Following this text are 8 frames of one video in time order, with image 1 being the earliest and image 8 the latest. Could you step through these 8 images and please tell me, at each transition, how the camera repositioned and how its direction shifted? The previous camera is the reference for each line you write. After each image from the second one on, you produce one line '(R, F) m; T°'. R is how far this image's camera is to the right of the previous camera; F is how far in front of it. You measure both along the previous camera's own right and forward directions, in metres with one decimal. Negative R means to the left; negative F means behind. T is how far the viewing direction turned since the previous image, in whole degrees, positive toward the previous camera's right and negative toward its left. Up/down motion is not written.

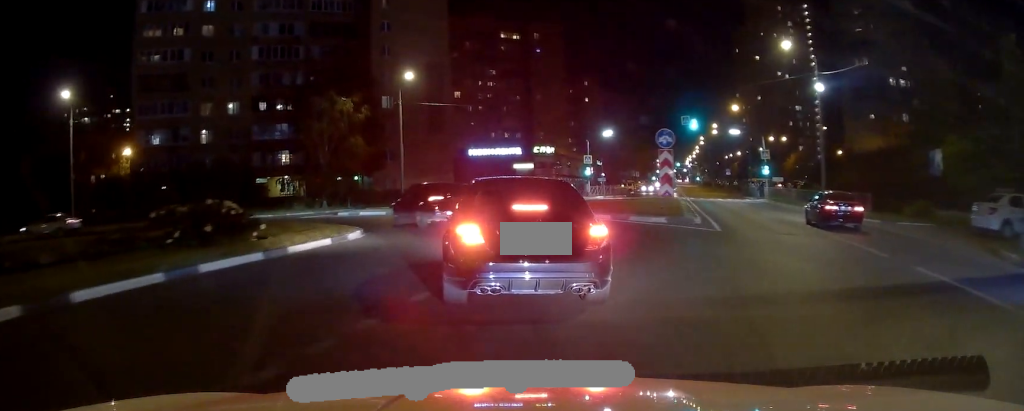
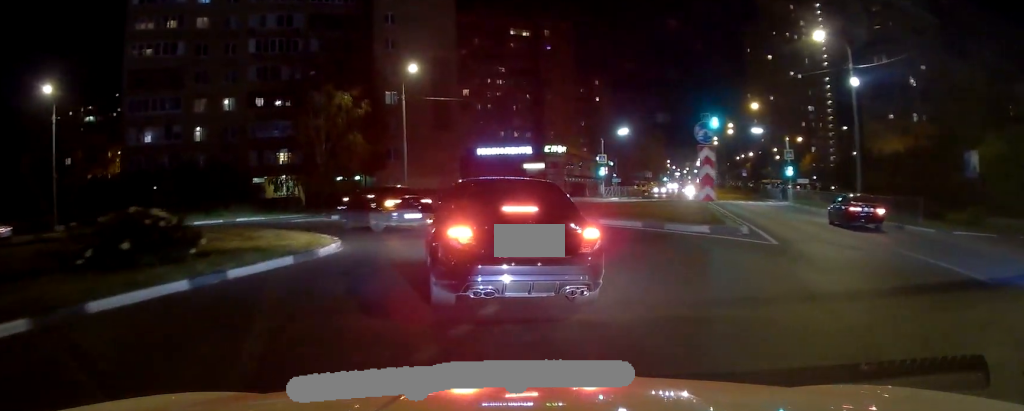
(-0.1, +4.4) m; -1°
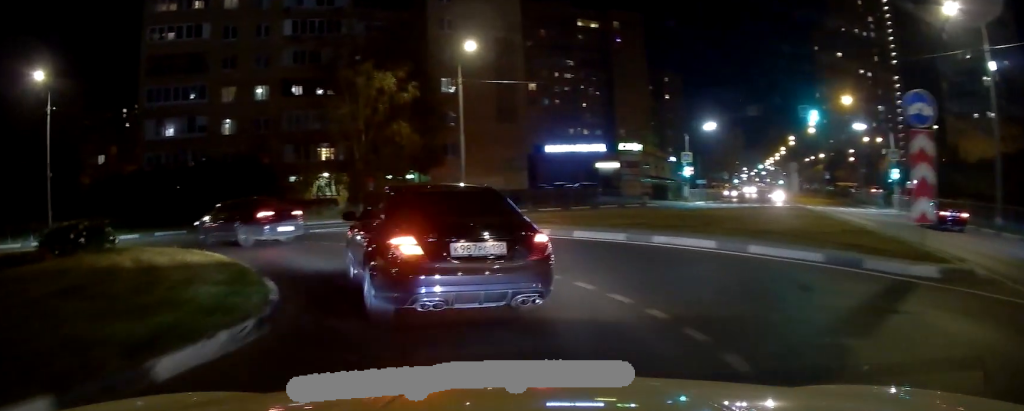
(-0.1, +9.8) m; -3°
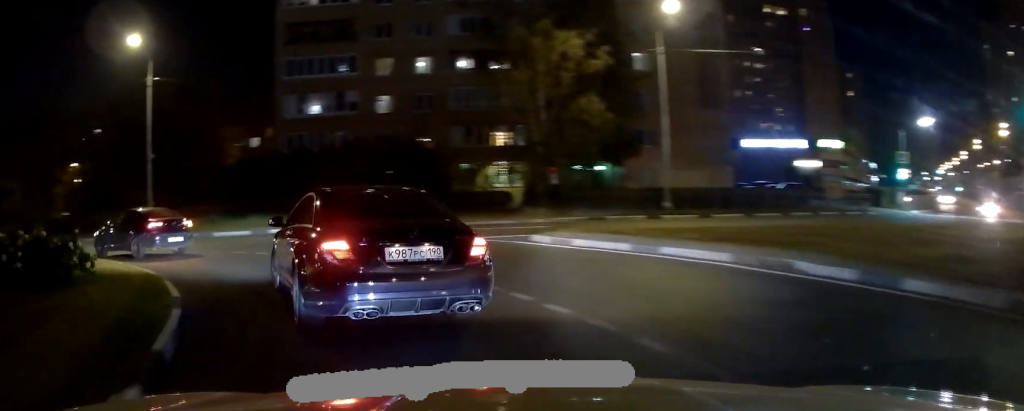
(-0.3, +9.8) m; -3°
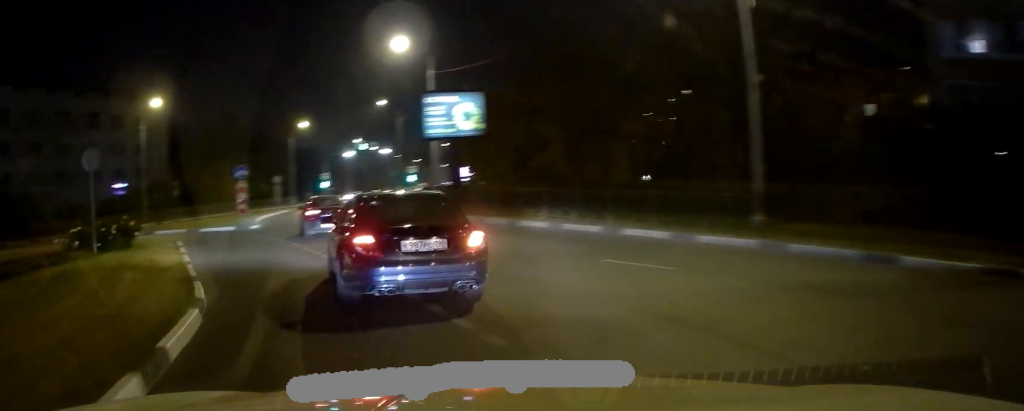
(-4.6, +17.5) m; -35°
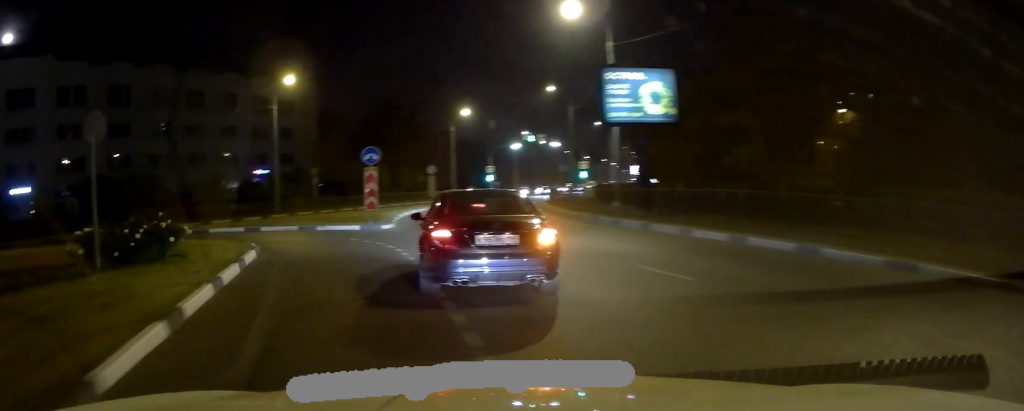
(-0.2, +5.8) m; -10°
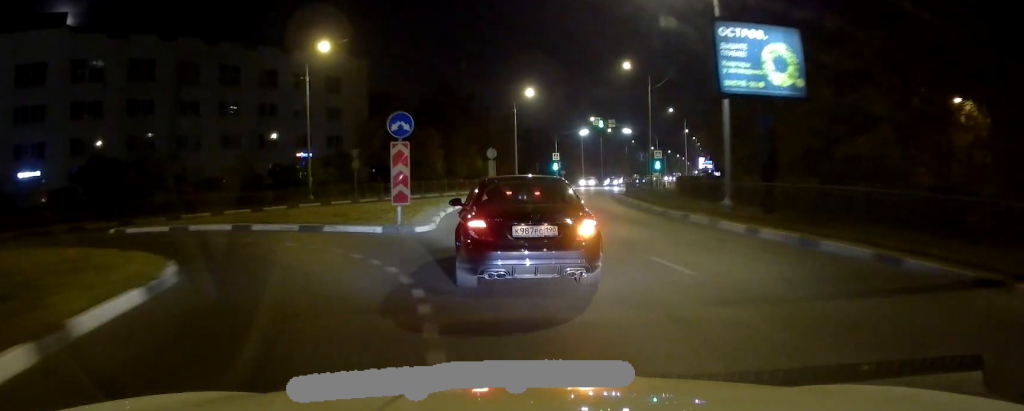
(-0.8, +6.3) m; -12°
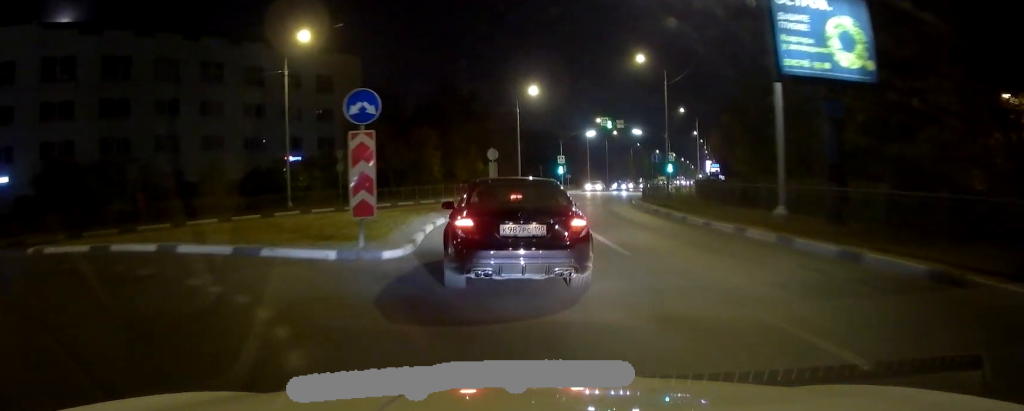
(-0.1, +3.8) m; -7°
